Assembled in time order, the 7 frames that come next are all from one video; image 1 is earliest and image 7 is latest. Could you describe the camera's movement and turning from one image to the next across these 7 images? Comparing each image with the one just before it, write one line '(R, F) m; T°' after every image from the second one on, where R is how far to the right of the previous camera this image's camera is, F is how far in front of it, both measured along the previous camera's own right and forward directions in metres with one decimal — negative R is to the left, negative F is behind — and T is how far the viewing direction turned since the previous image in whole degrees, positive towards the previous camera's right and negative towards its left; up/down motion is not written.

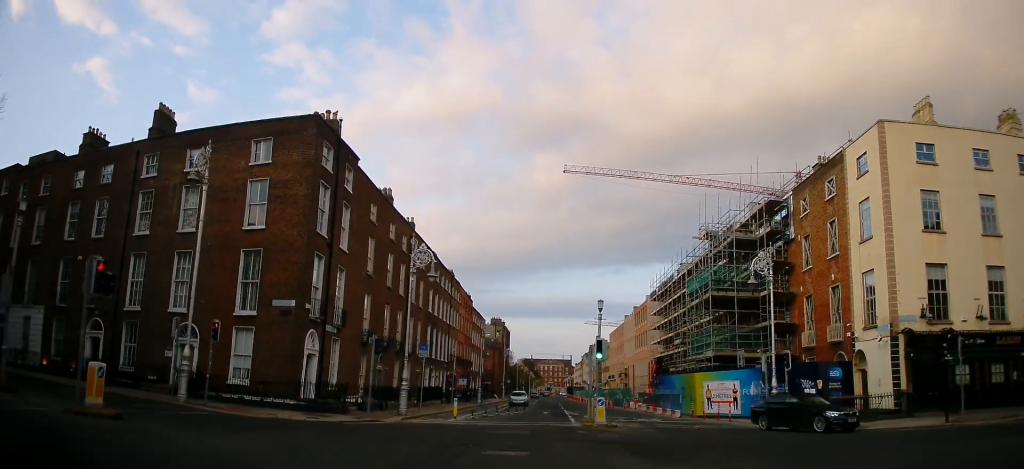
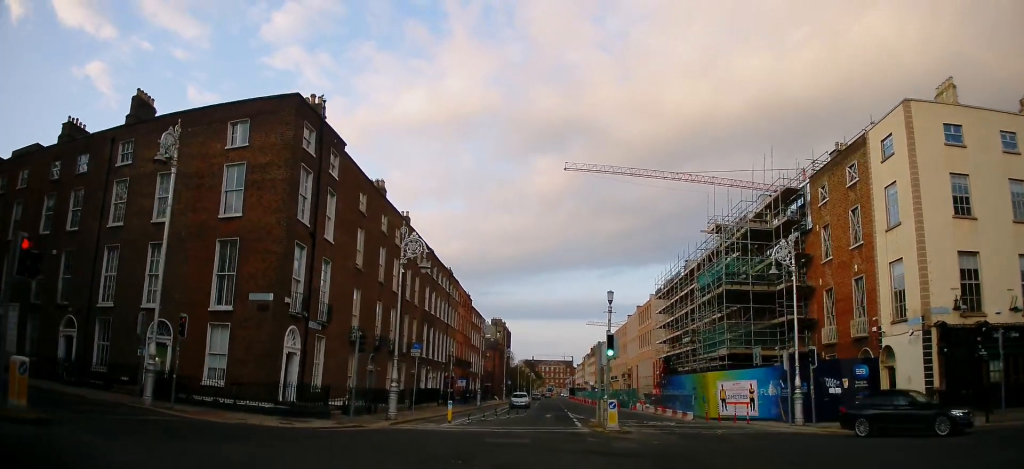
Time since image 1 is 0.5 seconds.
(0.0, +2.6) m; -1°
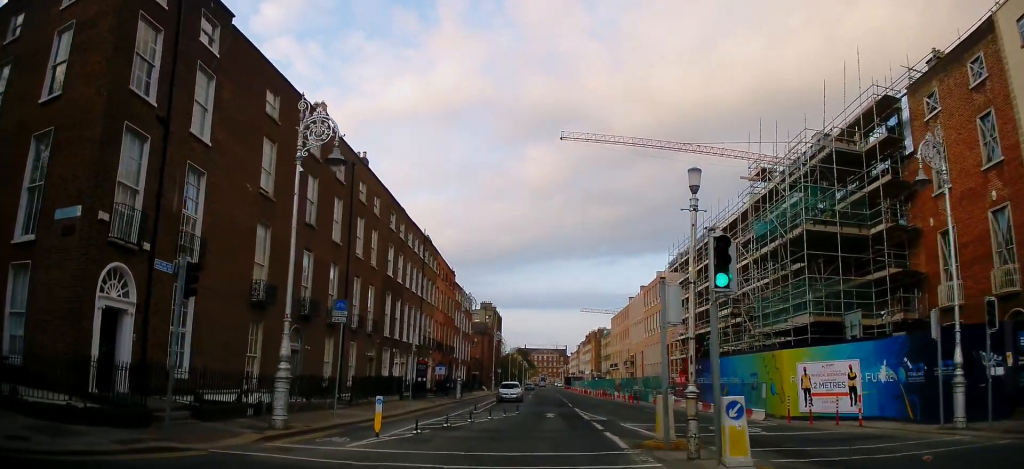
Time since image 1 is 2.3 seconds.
(-0.3, +11.4) m; -1°
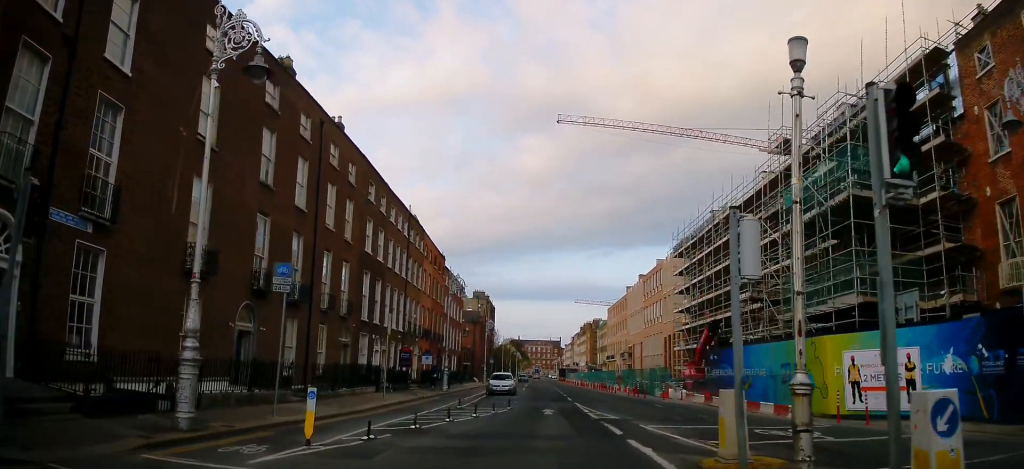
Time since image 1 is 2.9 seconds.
(+0.1, +4.2) m; +1°
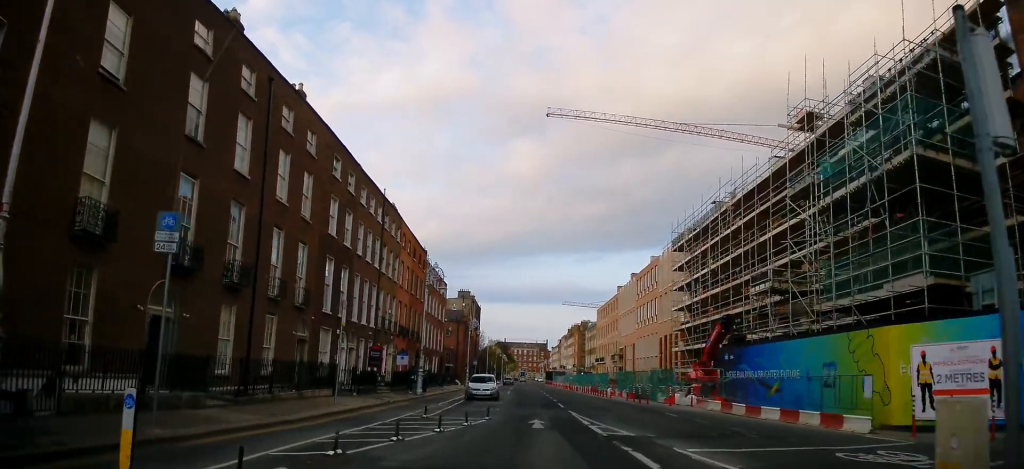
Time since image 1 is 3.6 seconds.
(0.0, +4.8) m; +1°
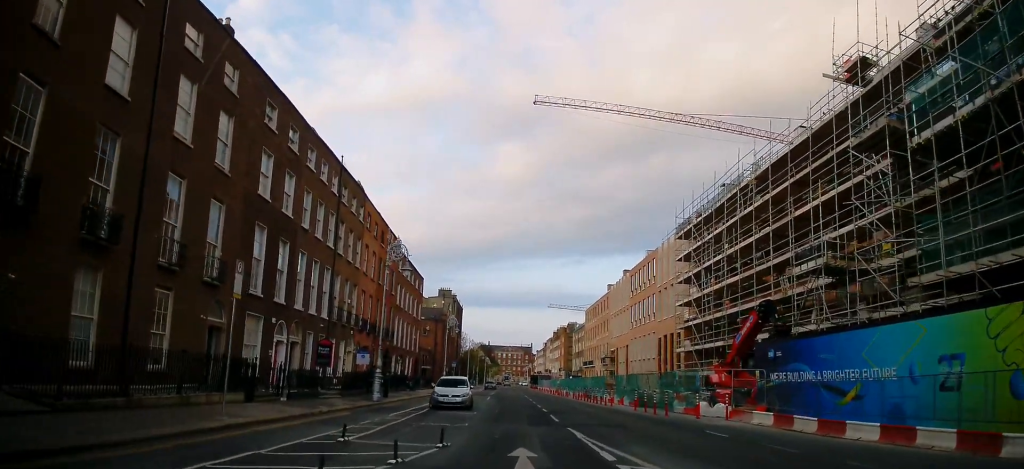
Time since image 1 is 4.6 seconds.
(0.0, +7.2) m; 0°
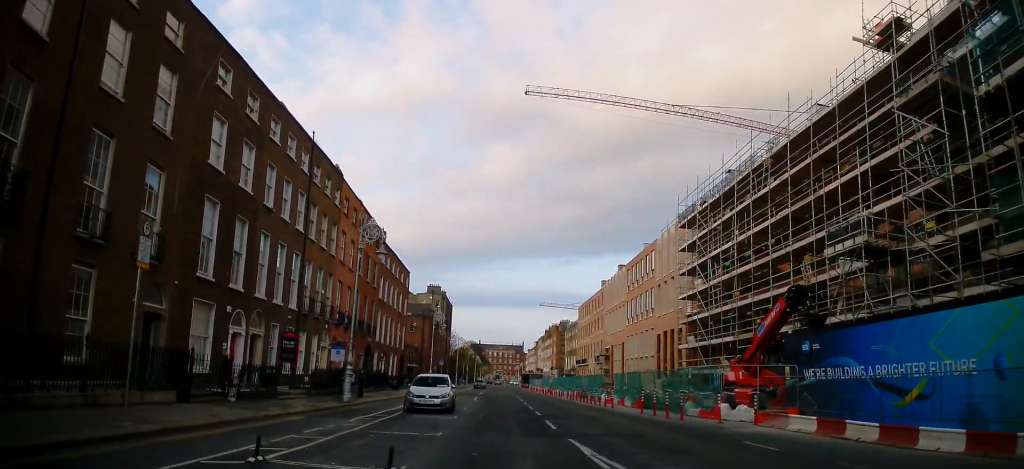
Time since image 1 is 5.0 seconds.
(0.0, +3.5) m; 0°
